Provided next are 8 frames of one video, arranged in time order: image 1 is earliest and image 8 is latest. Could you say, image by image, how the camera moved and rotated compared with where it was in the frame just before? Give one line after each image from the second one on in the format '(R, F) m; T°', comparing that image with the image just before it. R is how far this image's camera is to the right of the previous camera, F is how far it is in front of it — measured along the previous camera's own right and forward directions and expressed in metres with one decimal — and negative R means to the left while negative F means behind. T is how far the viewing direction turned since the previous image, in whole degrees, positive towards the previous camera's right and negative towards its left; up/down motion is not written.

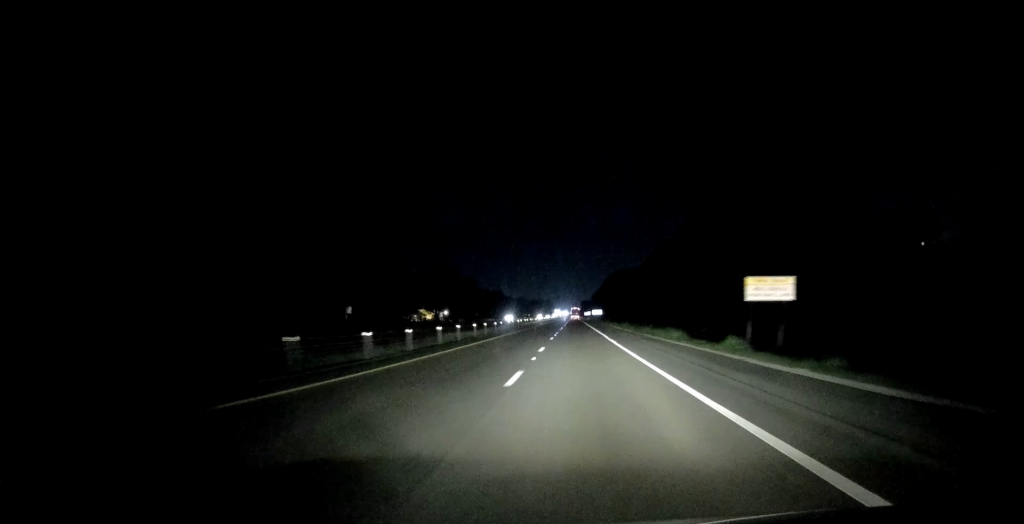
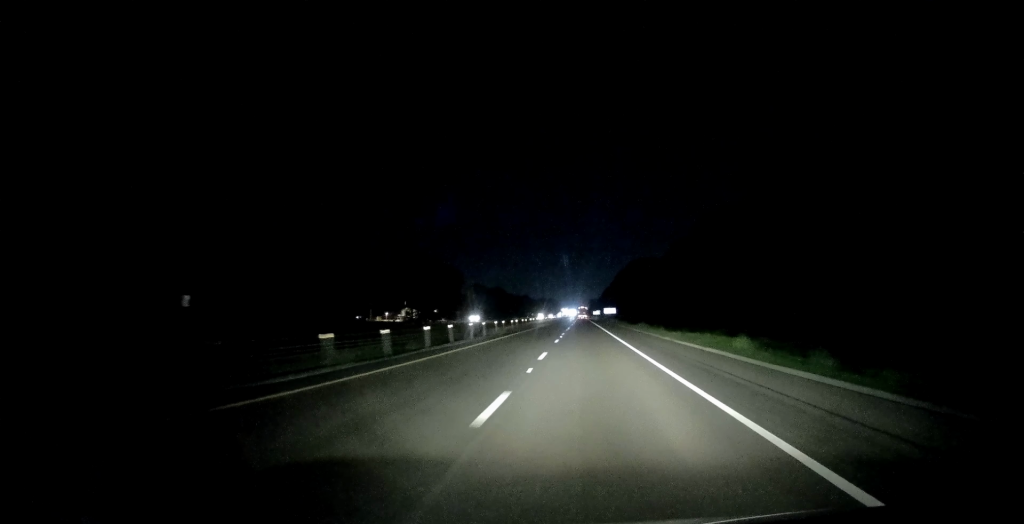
(-0.4, +52.9) m; -1°
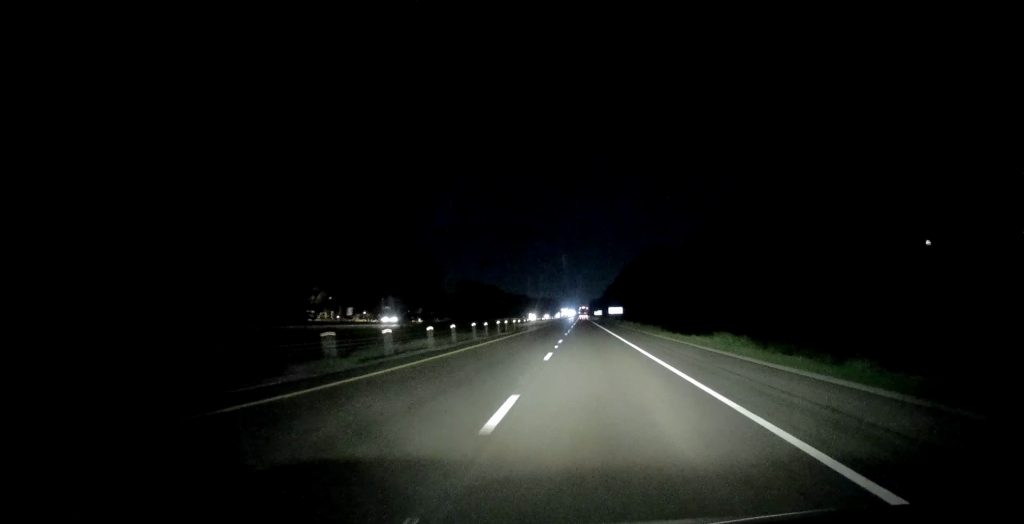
(-0.3, +36.6) m; 0°
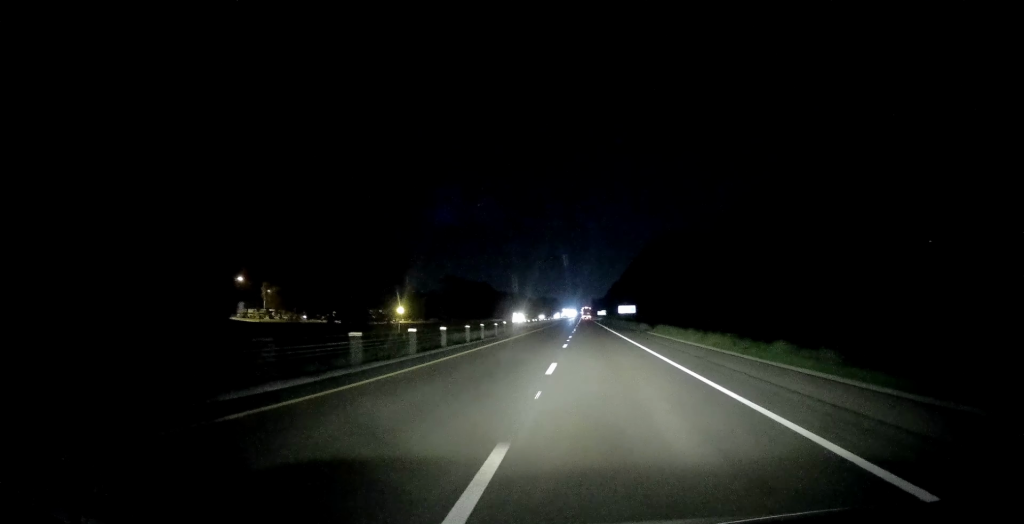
(+0.2, +40.9) m; -1°
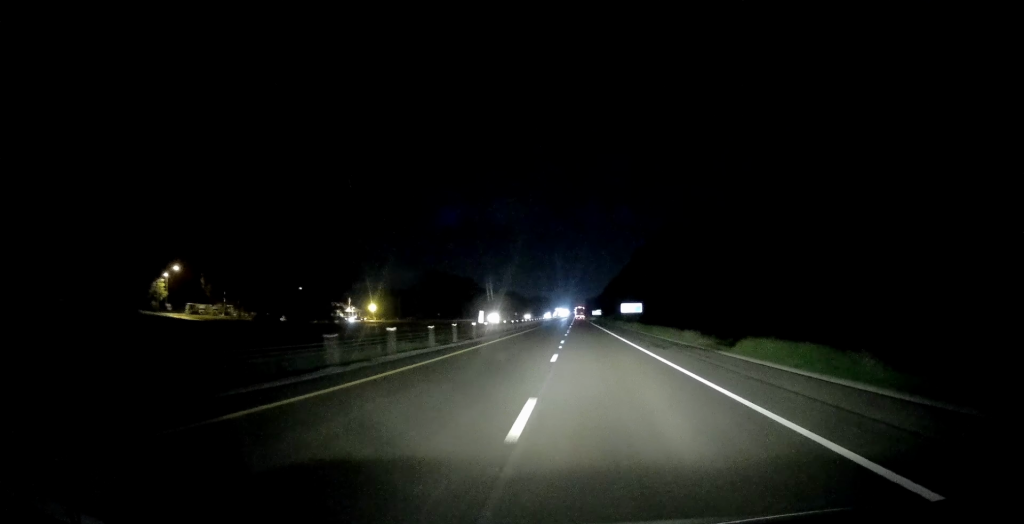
(-0.5, +32.3) m; 0°
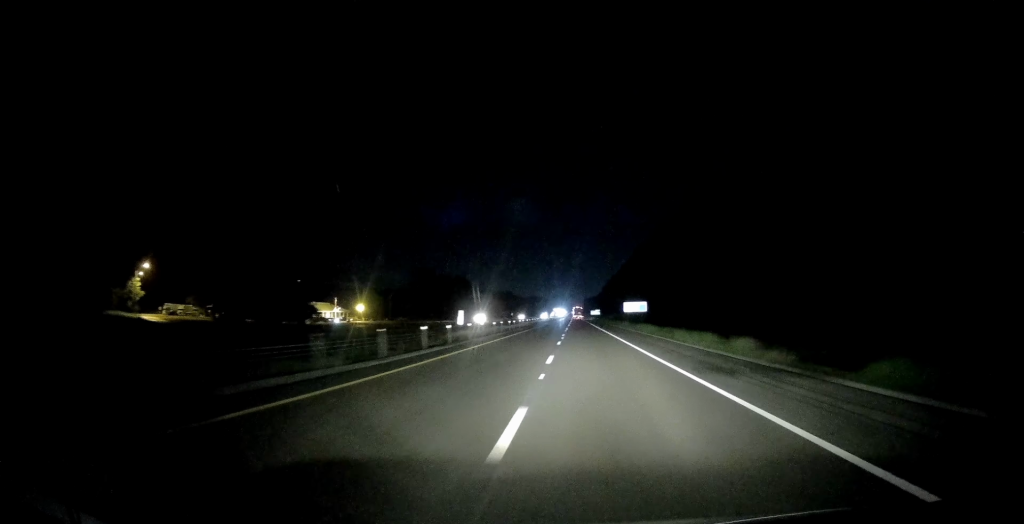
(+0.2, +13.0) m; 0°
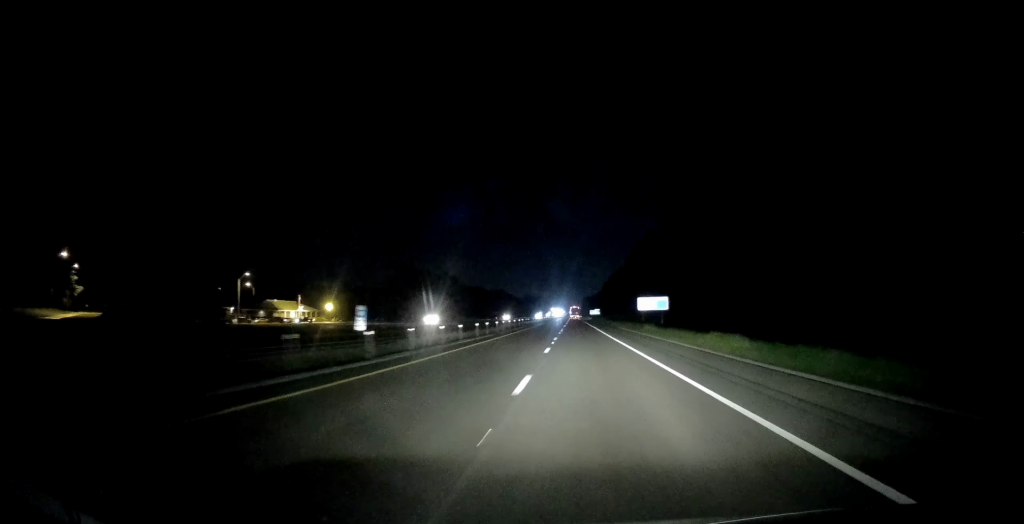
(0.0, +31.3) m; 0°
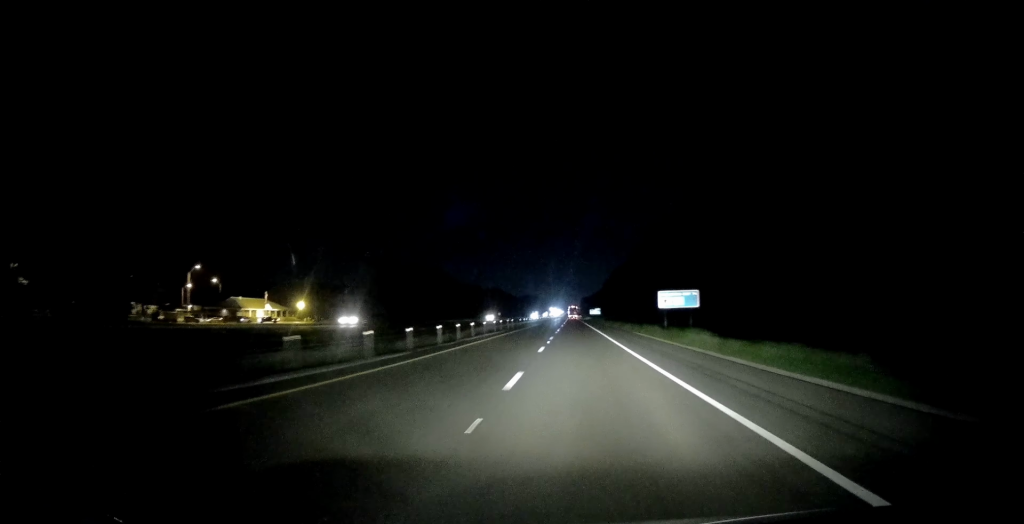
(-0.1, +23.7) m; +1°
